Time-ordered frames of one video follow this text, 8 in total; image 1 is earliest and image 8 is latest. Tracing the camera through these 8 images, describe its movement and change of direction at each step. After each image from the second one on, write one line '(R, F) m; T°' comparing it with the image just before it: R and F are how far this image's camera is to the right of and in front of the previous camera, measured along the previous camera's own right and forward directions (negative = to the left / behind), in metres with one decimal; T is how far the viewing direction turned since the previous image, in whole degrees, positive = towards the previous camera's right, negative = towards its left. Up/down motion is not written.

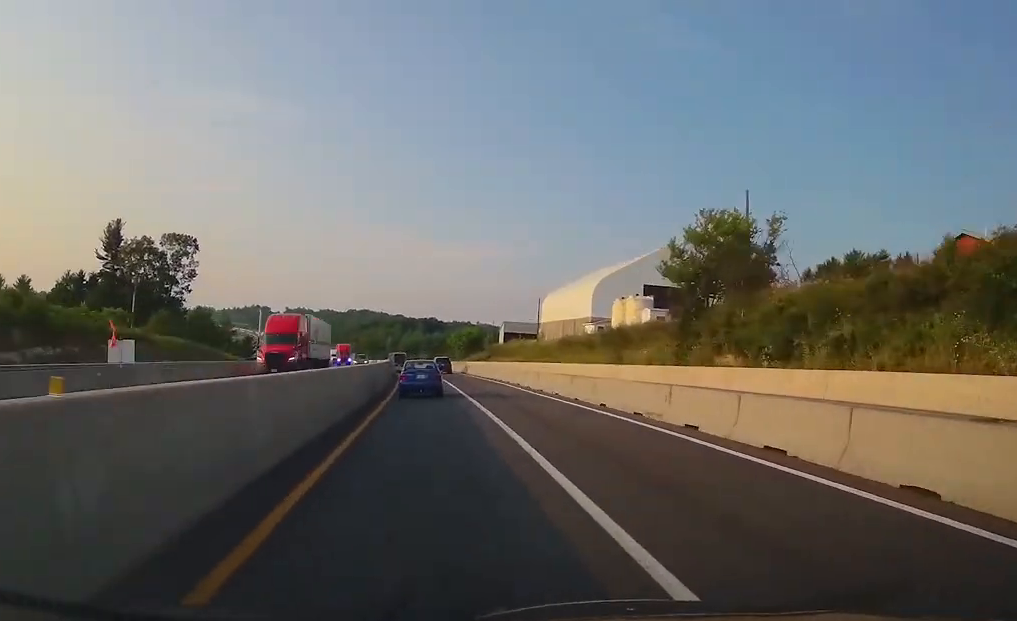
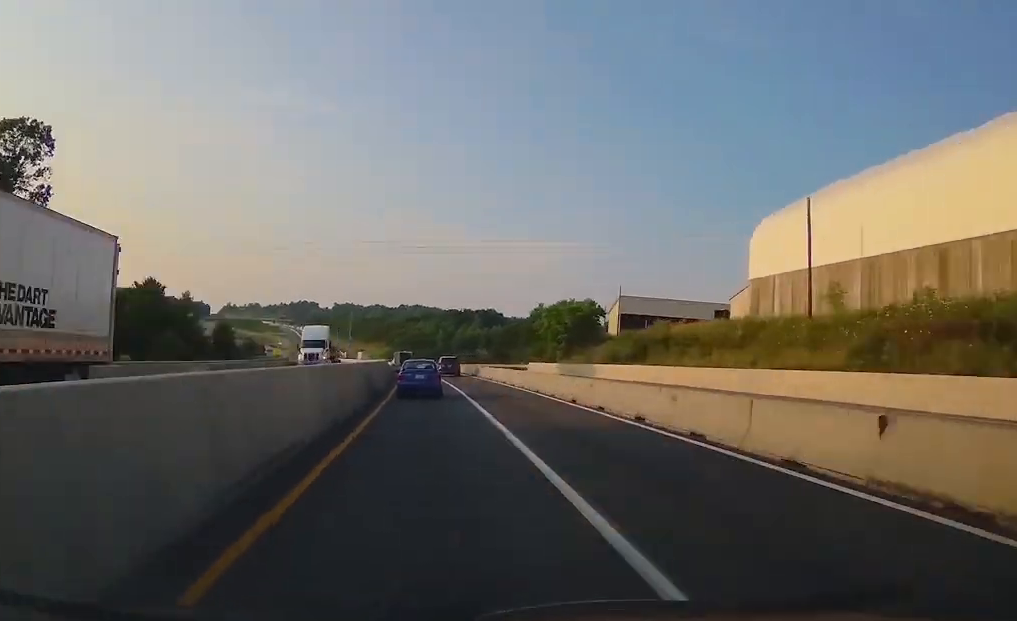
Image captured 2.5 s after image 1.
(-3.0, +101.5) m; -5°
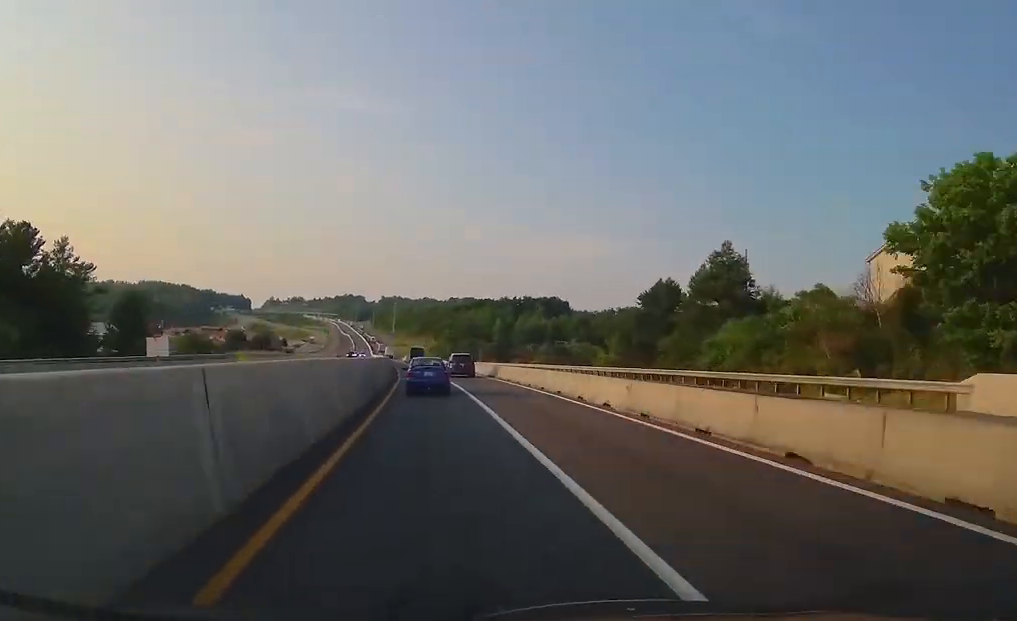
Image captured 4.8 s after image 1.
(-4.2, +80.3) m; -5°
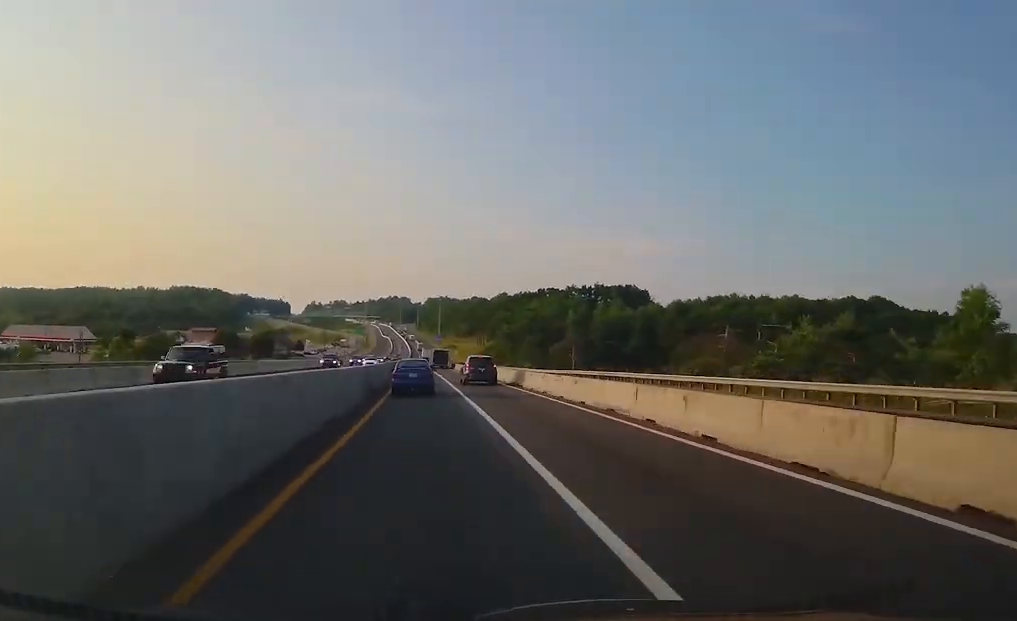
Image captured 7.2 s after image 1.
(-3.9, +79.4) m; -3°
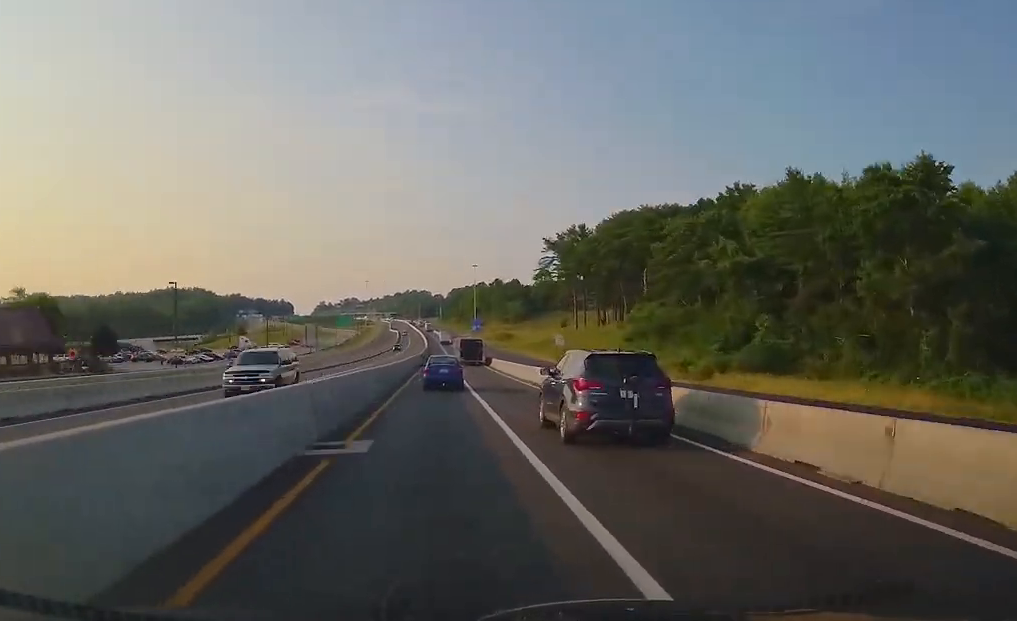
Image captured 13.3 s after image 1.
(-6.7, +191.6) m; -2°
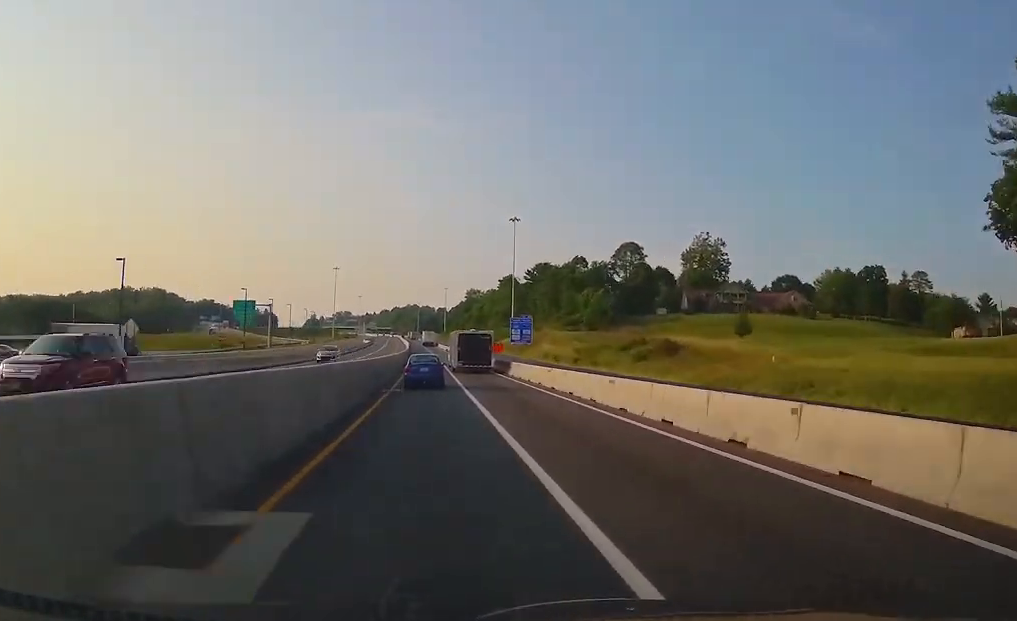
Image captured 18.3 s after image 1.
(-0.7, +138.1) m; -1°
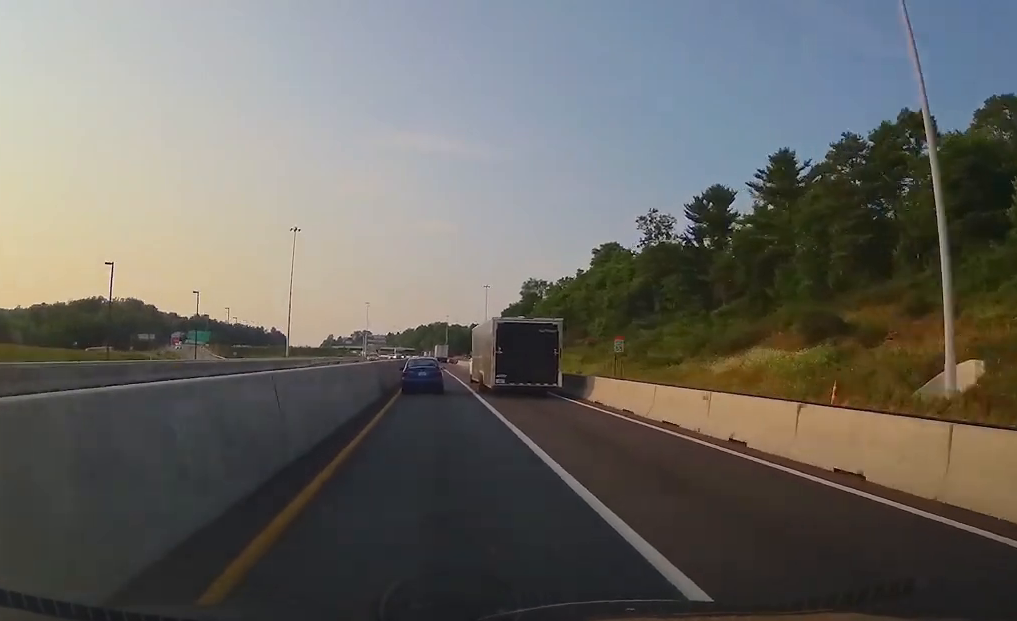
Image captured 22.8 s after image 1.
(-3.0, +130.7) m; -2°
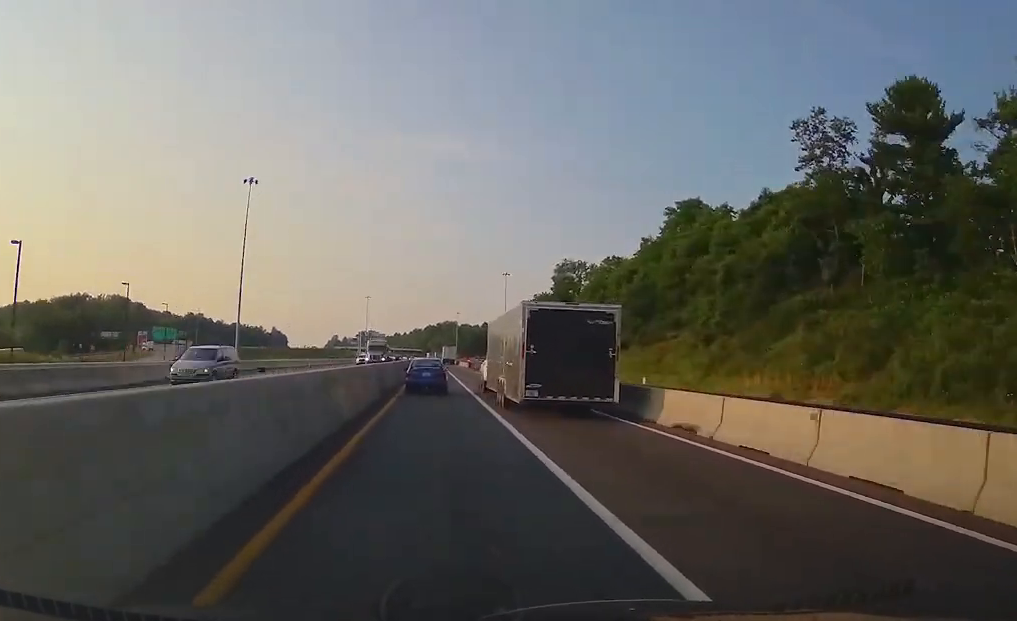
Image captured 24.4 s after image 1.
(-0.5, +60.6) m; 0°
